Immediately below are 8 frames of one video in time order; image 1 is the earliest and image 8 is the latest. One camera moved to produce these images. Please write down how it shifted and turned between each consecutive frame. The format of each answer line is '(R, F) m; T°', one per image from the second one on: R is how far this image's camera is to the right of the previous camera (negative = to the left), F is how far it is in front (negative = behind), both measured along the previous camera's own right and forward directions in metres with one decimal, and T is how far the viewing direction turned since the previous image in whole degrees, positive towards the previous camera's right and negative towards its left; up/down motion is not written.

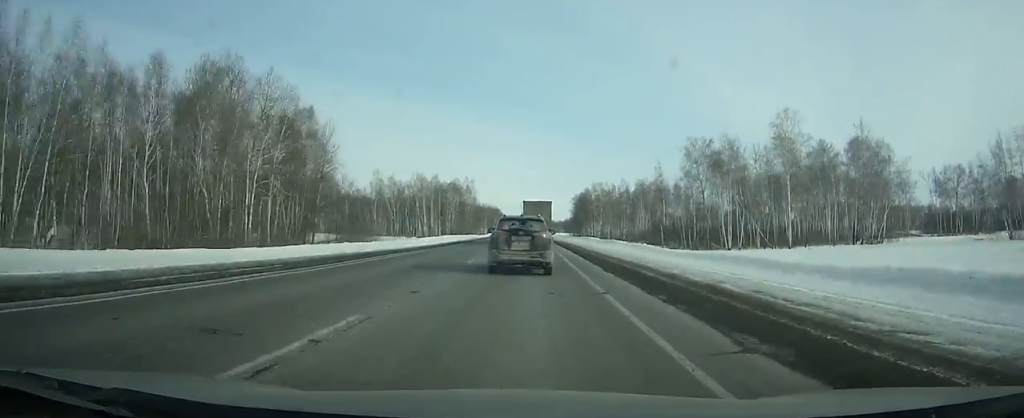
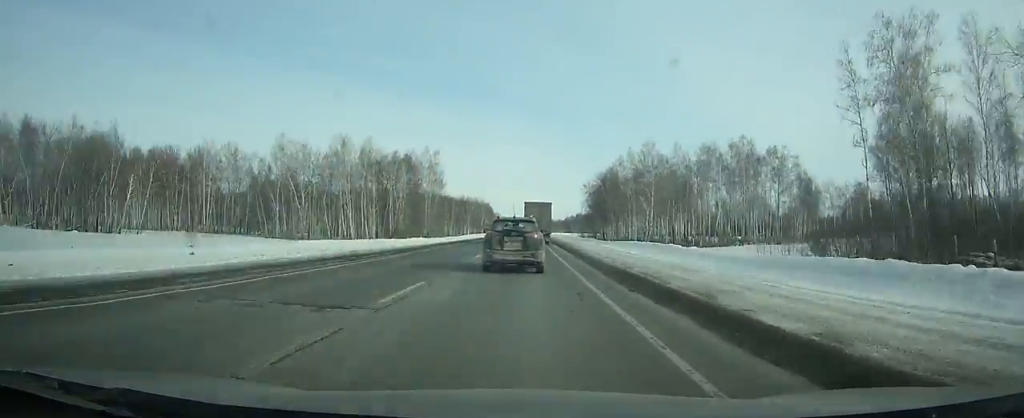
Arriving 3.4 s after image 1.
(+0.1, +74.7) m; 0°
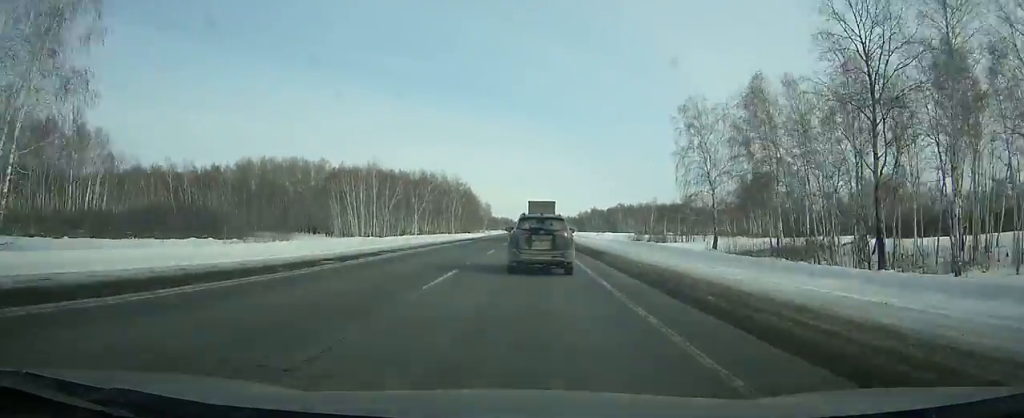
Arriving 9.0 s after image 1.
(-0.5, +124.9) m; 0°
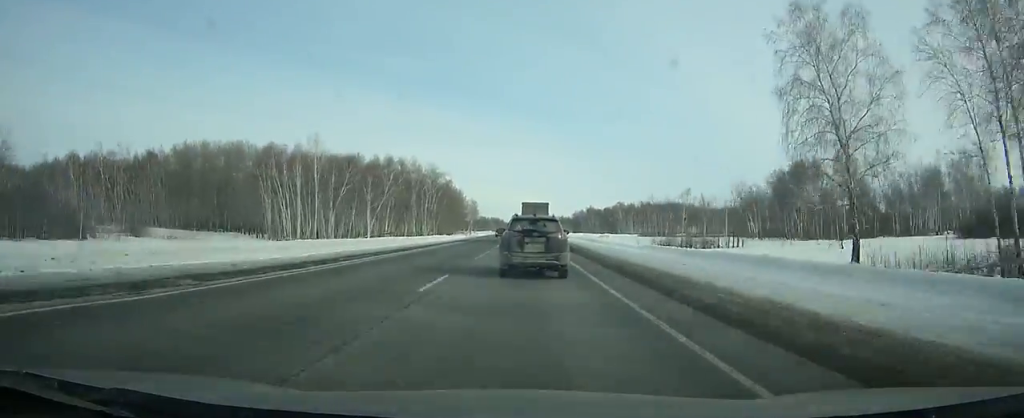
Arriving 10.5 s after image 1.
(-0.1, +33.7) m; 0°
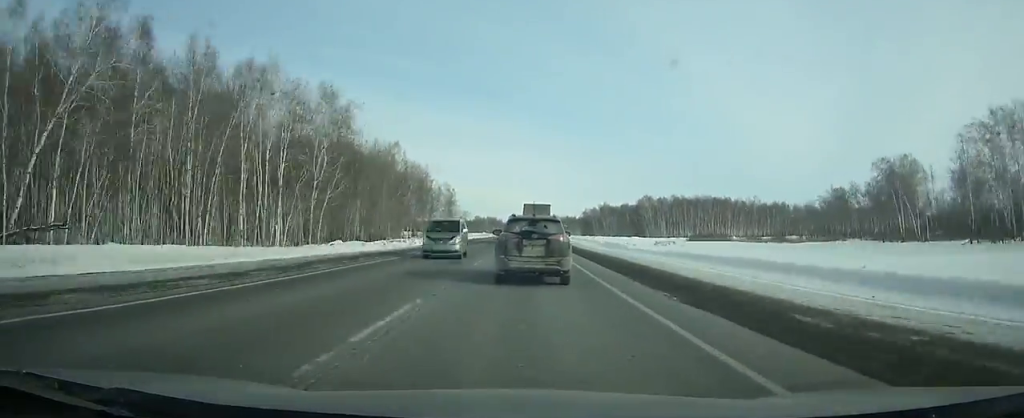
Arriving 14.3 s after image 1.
(+0.2, +85.3) m; 0°
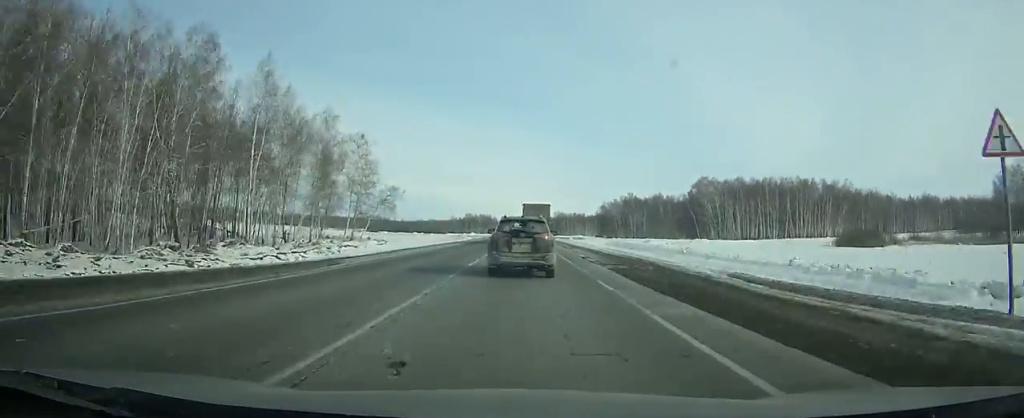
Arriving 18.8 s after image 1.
(+0.2, +101.0) m; 0°
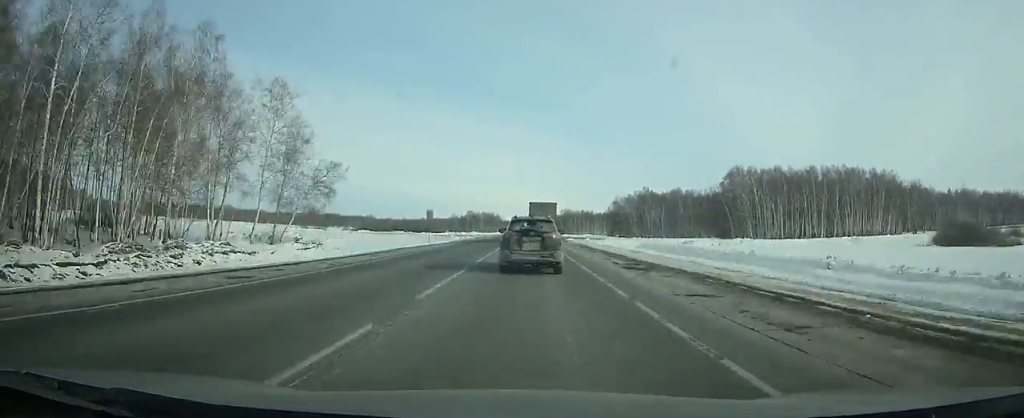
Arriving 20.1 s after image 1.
(0.0, +29.2) m; 0°
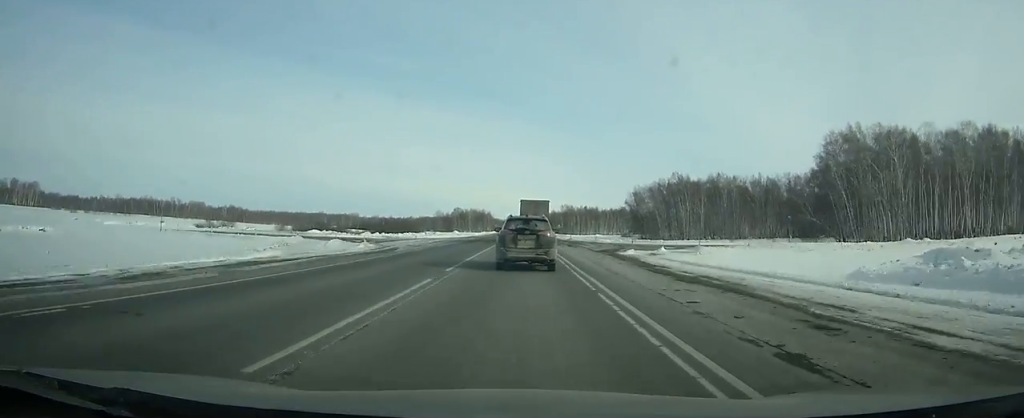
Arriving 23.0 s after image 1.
(-0.1, +65.1) m; 0°
